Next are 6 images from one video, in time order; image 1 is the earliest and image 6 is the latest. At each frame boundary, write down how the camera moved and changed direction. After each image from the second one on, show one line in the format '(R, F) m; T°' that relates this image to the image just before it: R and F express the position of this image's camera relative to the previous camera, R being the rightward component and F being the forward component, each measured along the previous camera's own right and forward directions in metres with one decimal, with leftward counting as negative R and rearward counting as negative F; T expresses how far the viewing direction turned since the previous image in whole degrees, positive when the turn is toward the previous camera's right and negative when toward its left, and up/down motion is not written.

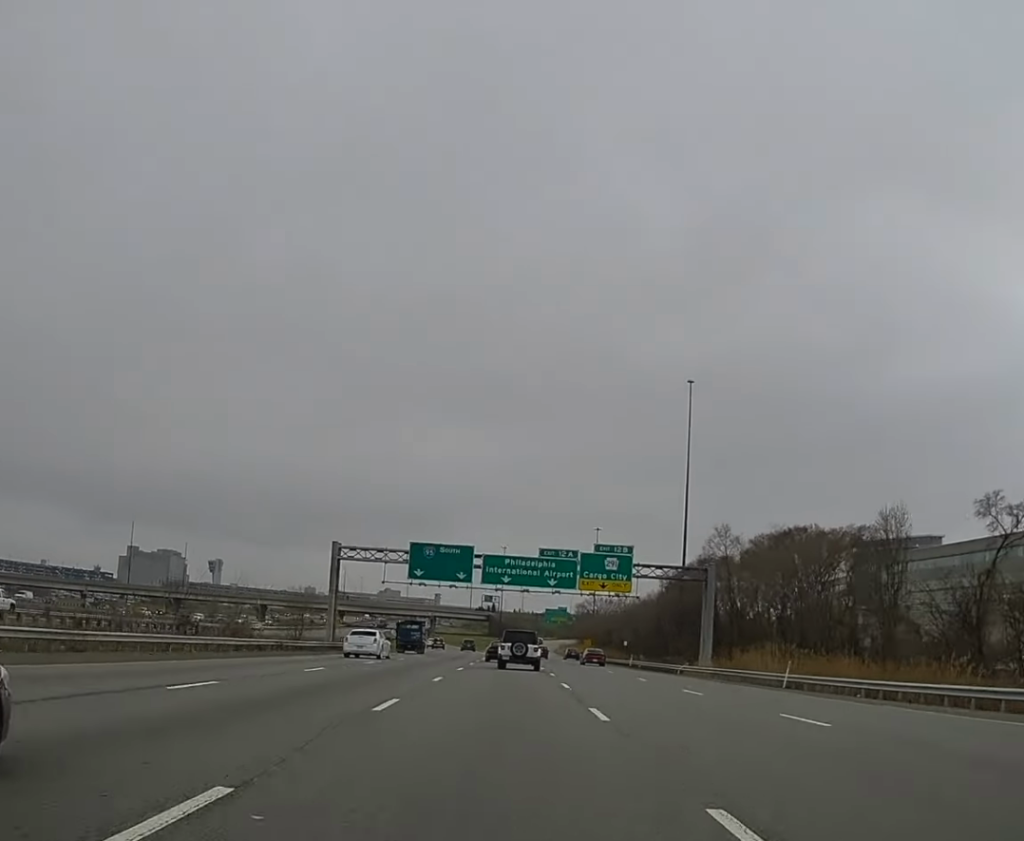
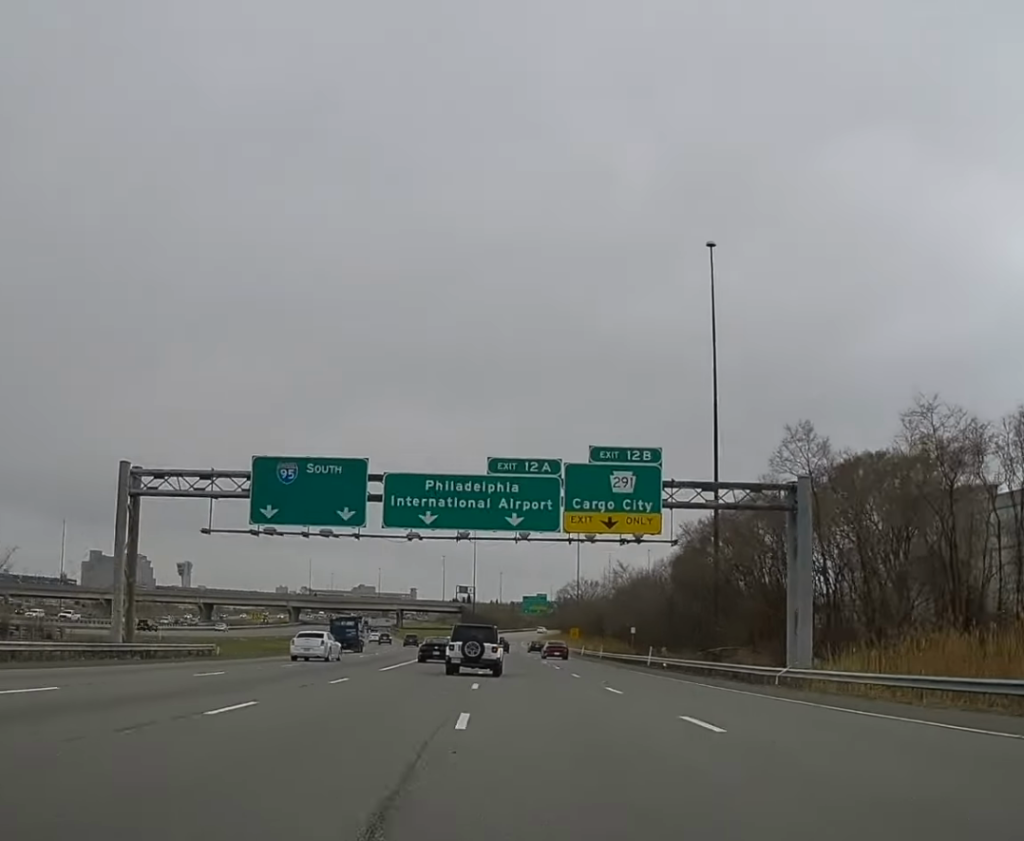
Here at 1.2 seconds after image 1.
(+0.1, +38.6) m; 0°
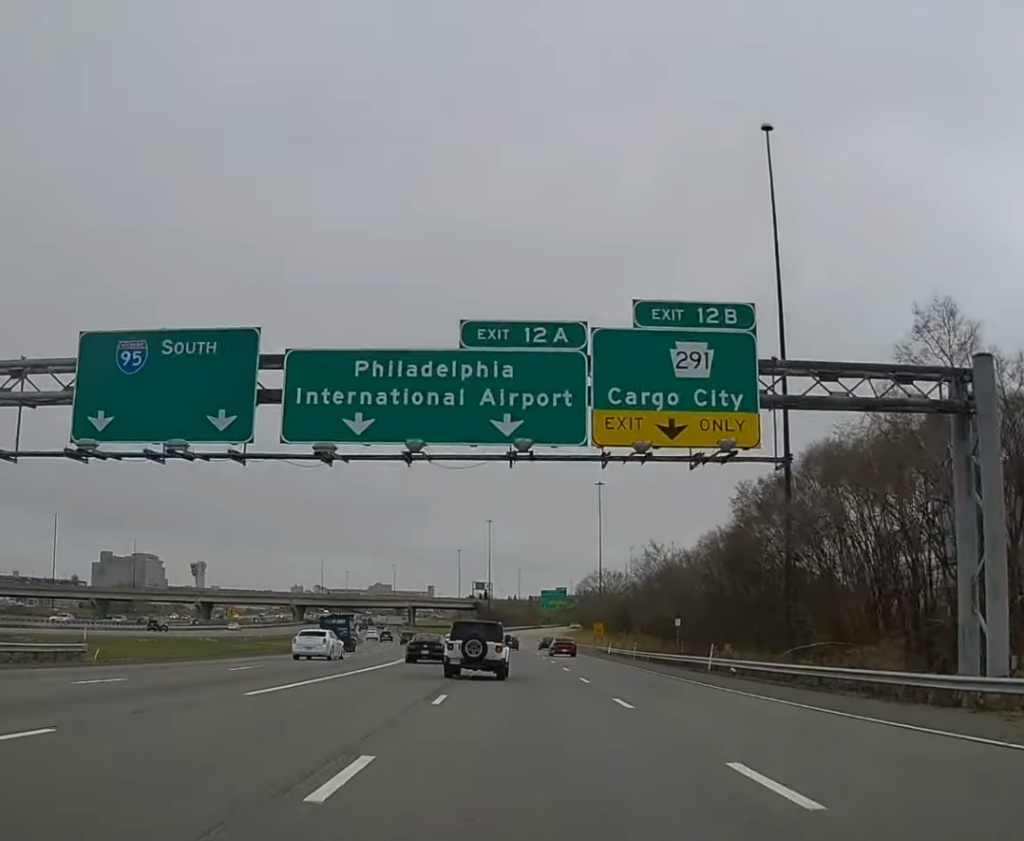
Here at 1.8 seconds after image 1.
(+0.1, +19.2) m; 0°
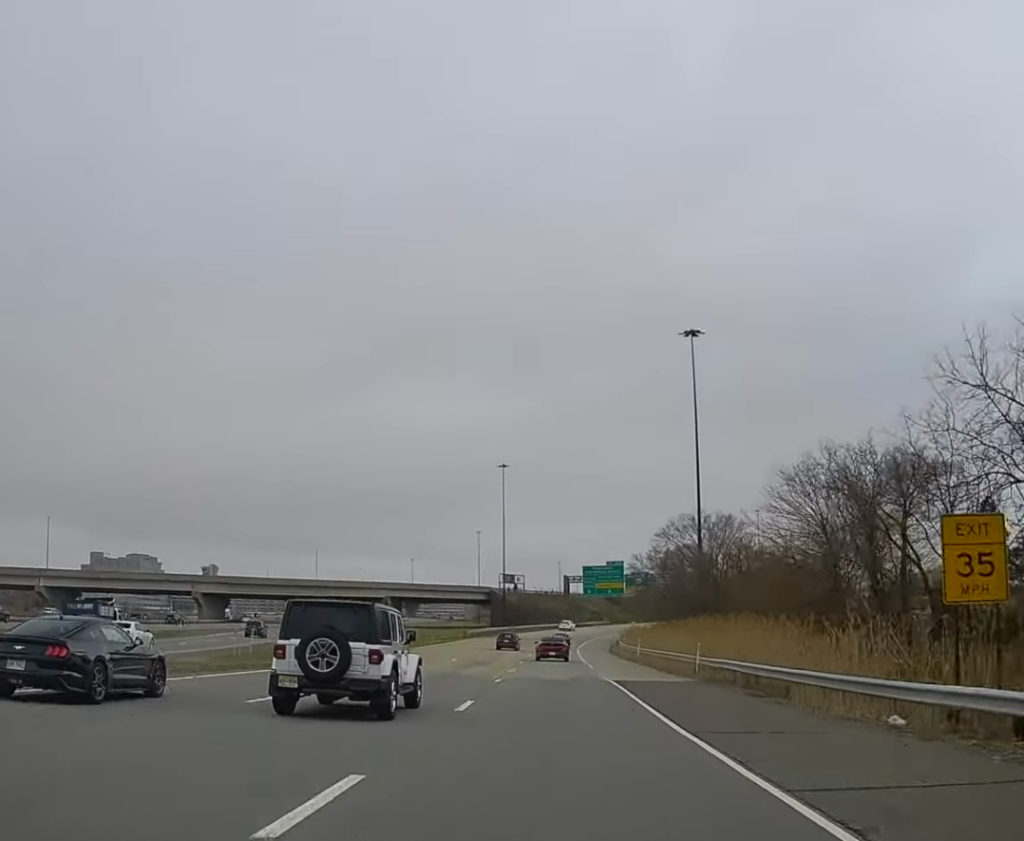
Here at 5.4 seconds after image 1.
(-1.3, +112.9) m; -2°
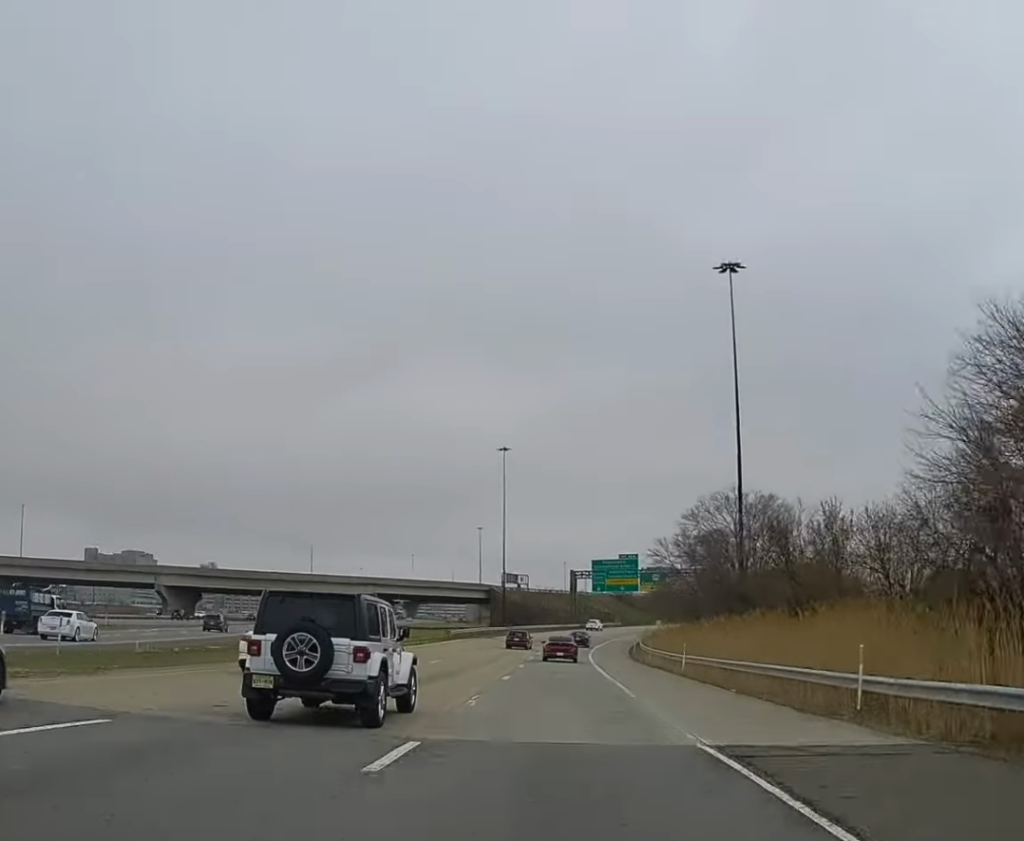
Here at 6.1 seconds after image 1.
(-0.4, +21.8) m; -1°
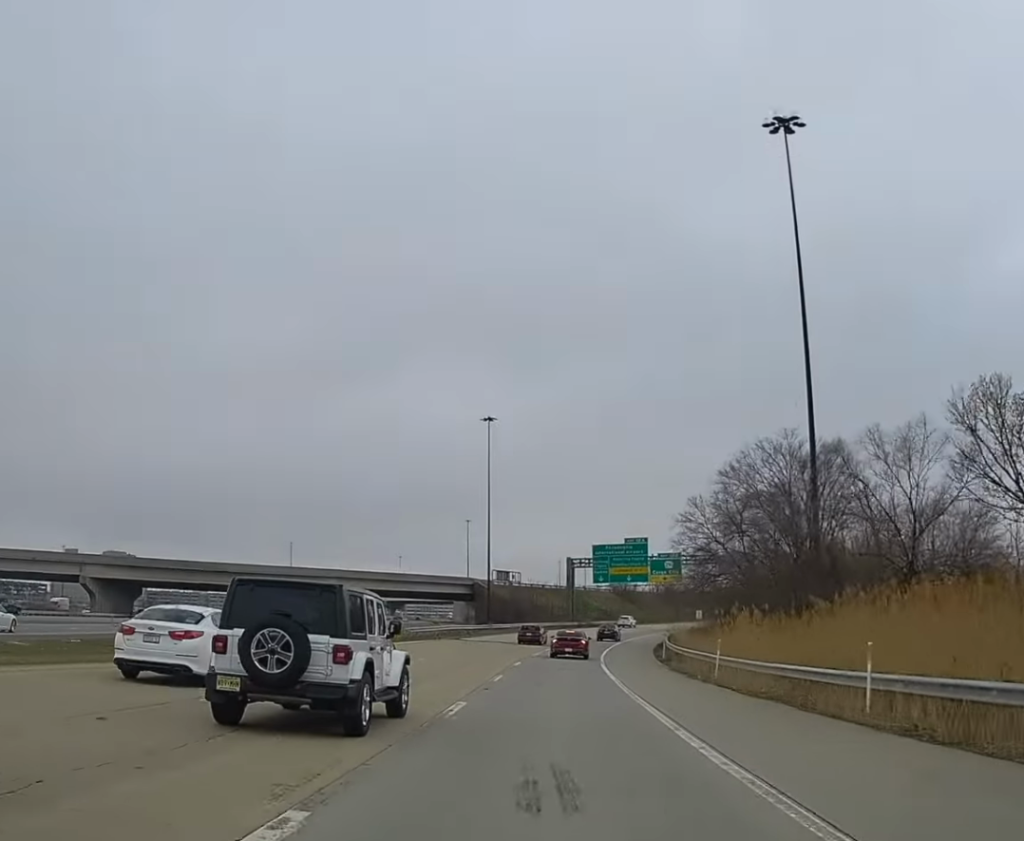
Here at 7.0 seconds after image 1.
(-0.1, +27.7) m; 0°
